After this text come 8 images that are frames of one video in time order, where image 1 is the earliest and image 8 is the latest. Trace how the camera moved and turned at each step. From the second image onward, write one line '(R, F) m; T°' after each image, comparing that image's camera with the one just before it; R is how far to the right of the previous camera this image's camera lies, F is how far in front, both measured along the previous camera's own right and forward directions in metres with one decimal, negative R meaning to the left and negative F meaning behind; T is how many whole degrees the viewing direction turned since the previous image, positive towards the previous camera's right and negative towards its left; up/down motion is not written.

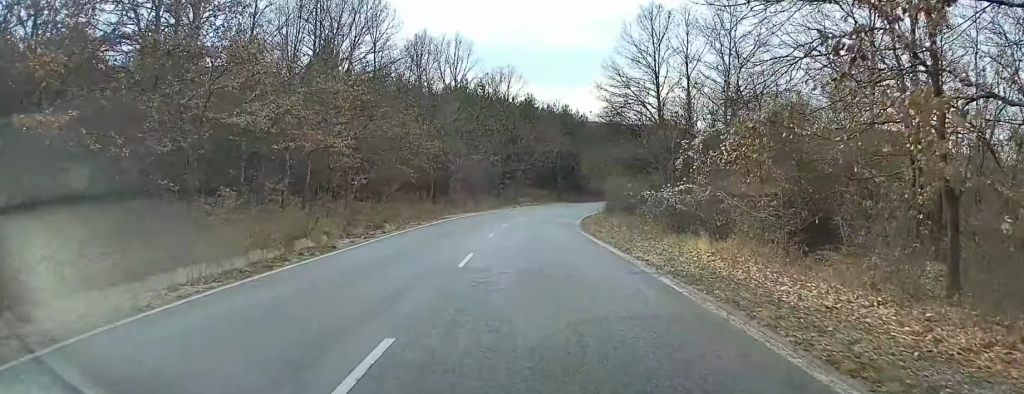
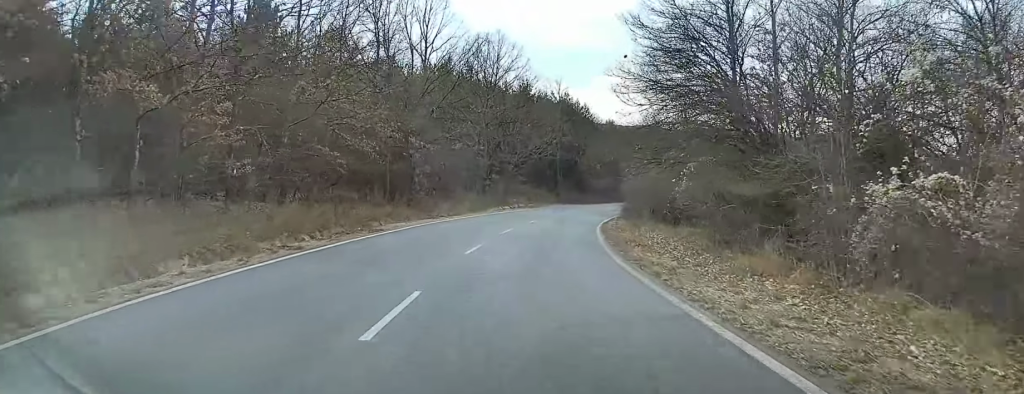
(+0.2, +15.5) m; +2°
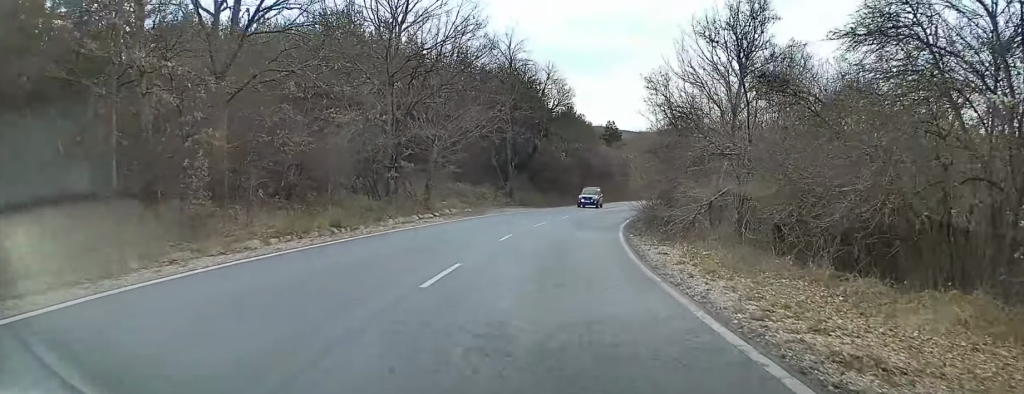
(+0.7, +24.1) m; +4°
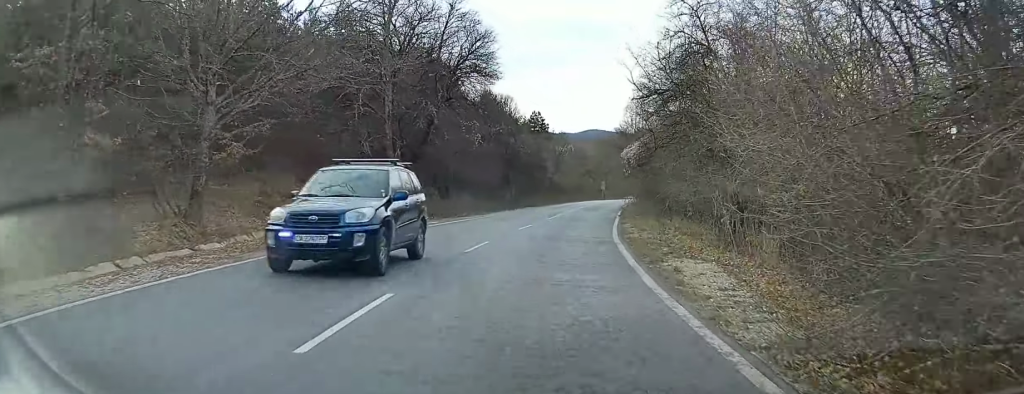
(+0.9, +21.5) m; +5°
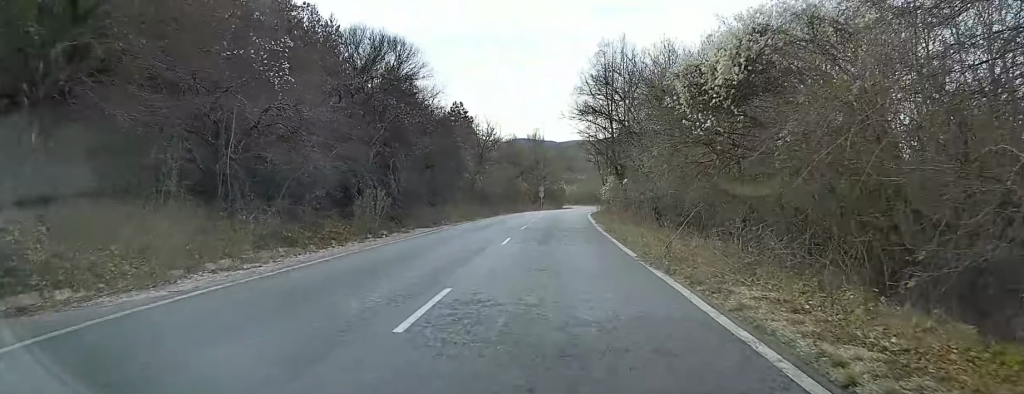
(+1.9, +26.7) m; +7°
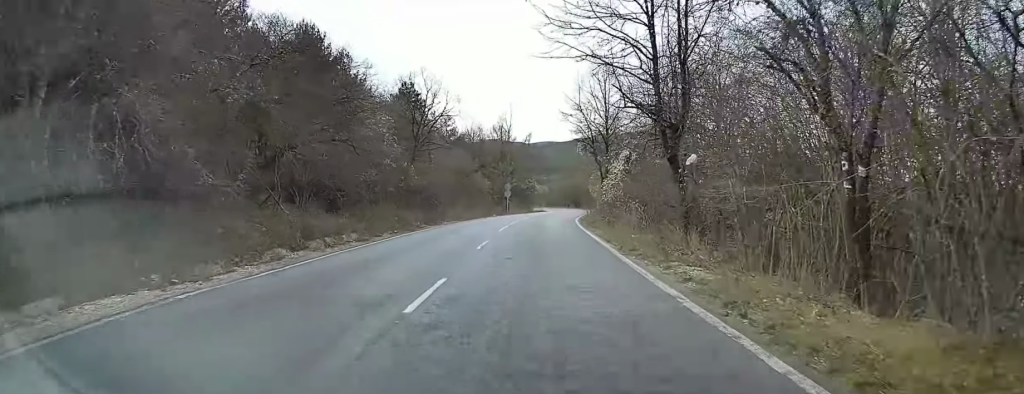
(+0.3, +19.9) m; +2°
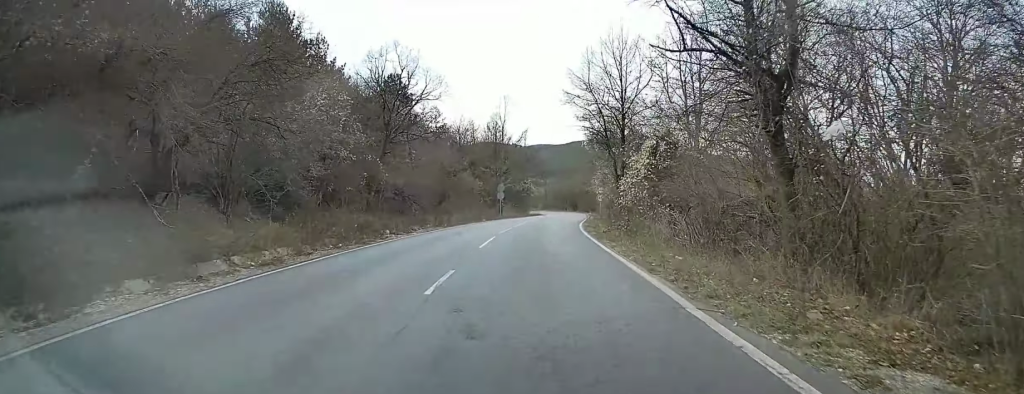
(+0.1, +7.7) m; 0°
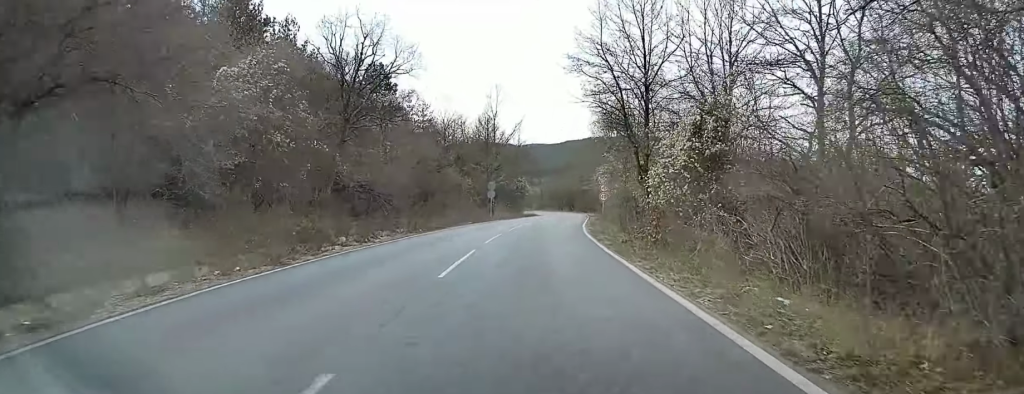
(+0.1, +7.0) m; 0°
